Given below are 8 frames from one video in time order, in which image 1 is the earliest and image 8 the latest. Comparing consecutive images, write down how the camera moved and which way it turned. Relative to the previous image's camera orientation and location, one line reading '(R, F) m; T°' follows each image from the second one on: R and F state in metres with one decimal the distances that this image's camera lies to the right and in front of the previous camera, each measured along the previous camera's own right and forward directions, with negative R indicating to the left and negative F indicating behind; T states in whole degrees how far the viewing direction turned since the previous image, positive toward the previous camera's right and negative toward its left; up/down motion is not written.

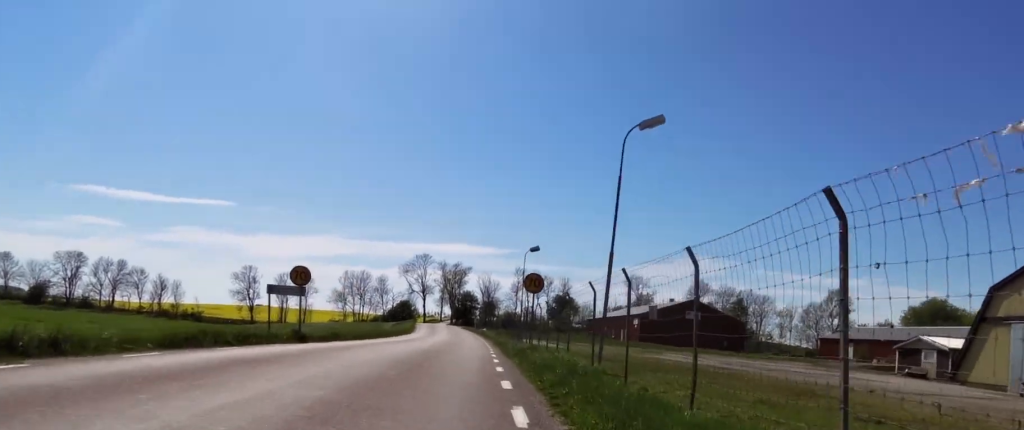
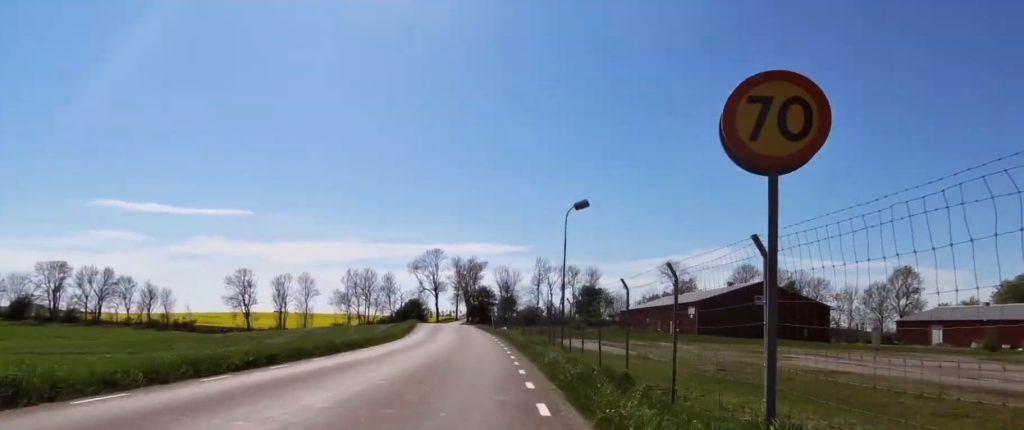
(0.0, +16.6) m; 0°
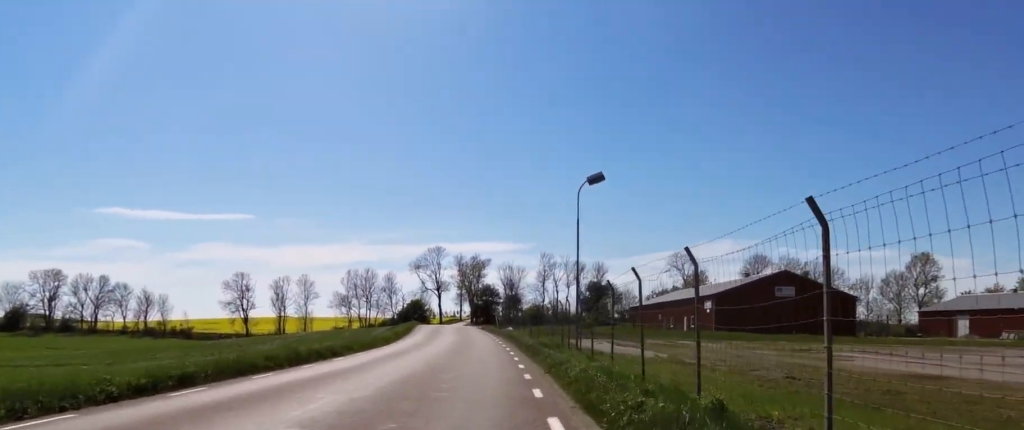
(0.0, +4.1) m; 0°
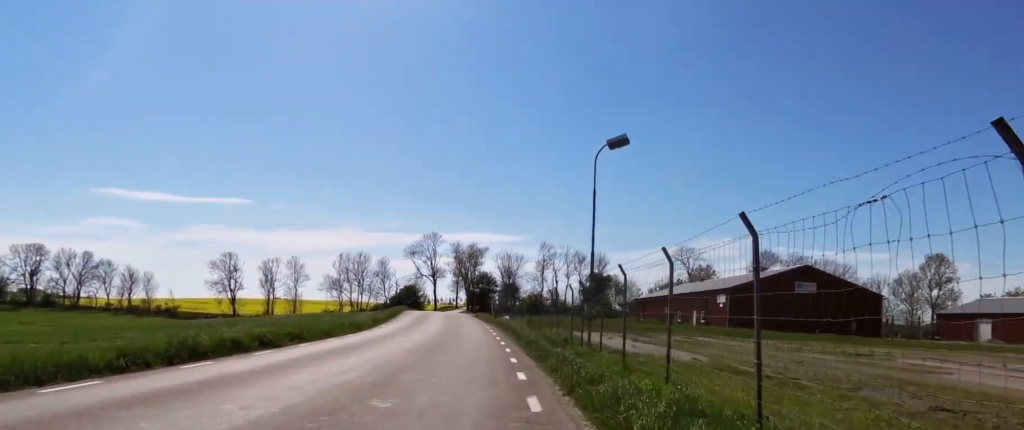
(0.0, +5.2) m; 0°
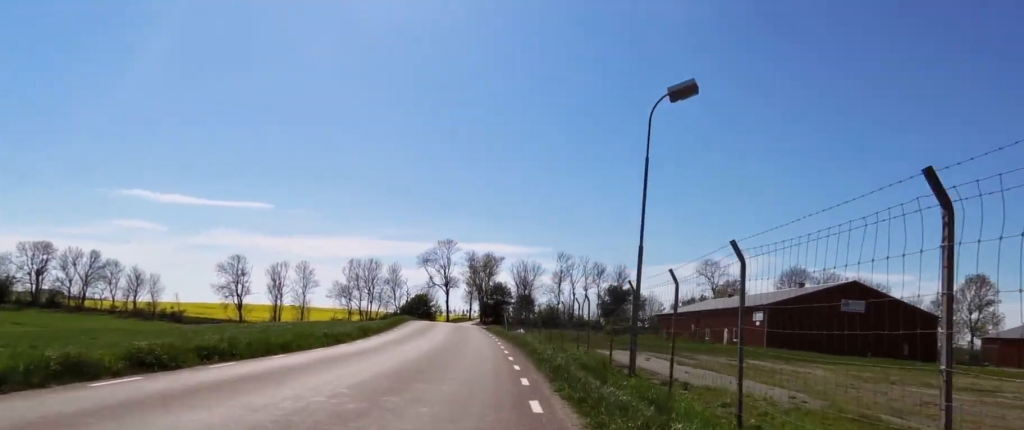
(0.0, +5.2) m; 0°
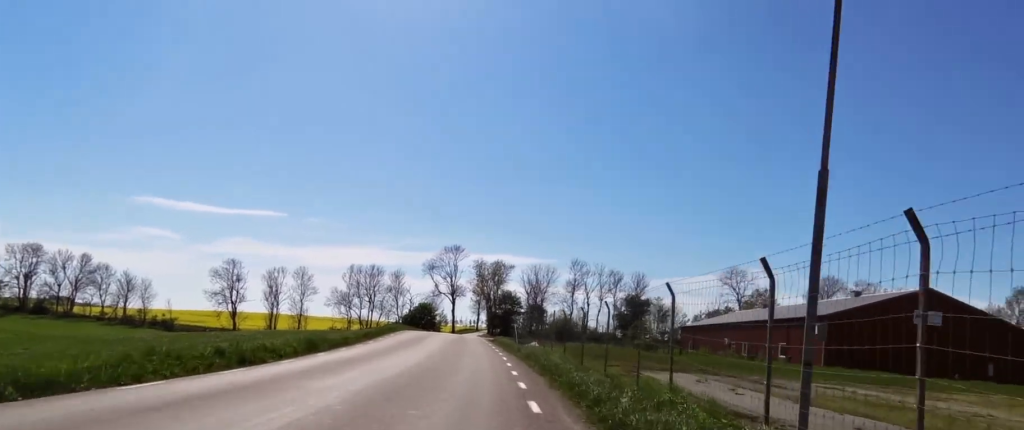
(0.0, +8.2) m; 0°
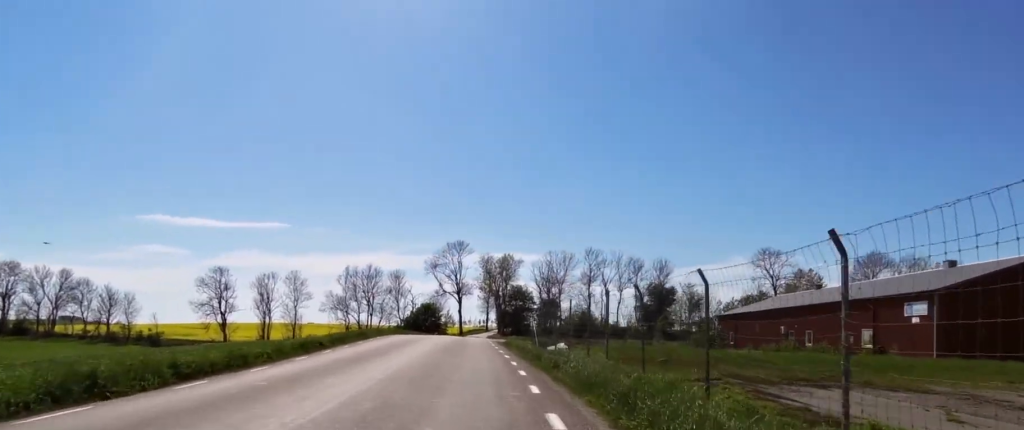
(0.0, +10.6) m; -3°
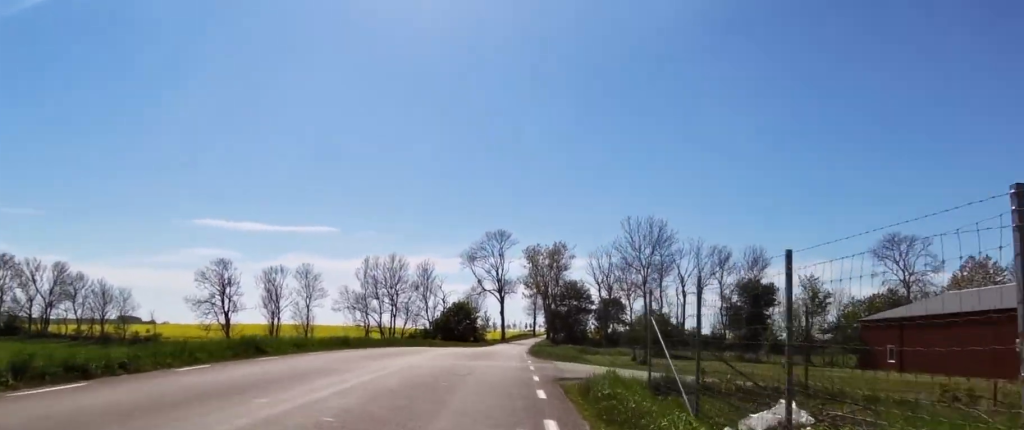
(-1.5, +21.2) m; 0°
